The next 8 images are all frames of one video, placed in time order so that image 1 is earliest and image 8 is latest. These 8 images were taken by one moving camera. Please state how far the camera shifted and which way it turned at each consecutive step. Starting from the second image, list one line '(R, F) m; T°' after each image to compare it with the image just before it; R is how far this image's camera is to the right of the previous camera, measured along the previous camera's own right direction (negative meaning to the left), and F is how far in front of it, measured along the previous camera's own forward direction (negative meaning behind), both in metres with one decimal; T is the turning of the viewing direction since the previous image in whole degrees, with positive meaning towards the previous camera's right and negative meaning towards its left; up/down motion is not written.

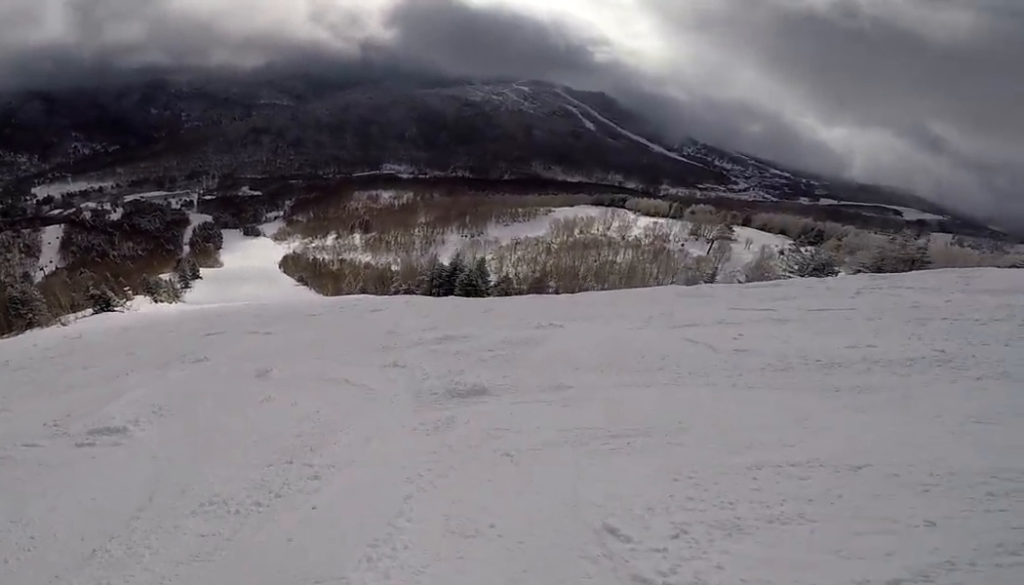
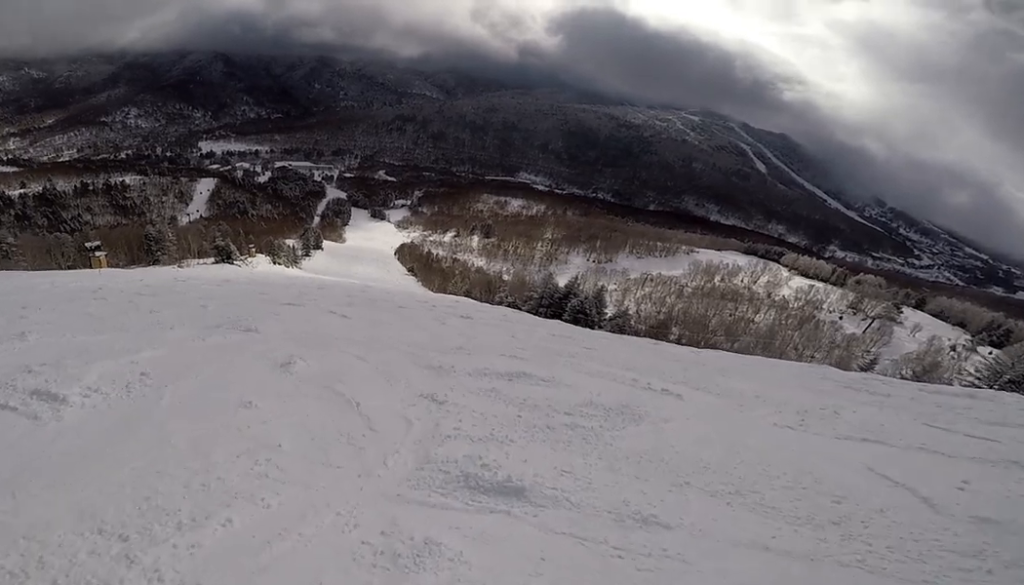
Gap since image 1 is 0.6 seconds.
(-0.6, +2.3) m; -19°
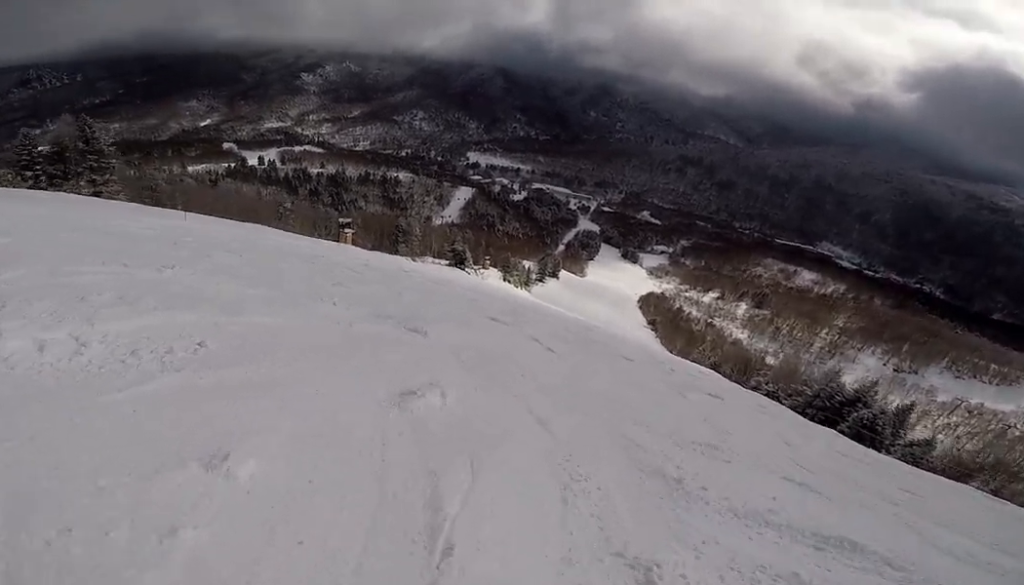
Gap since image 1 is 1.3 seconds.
(-0.6, +2.8) m; -17°
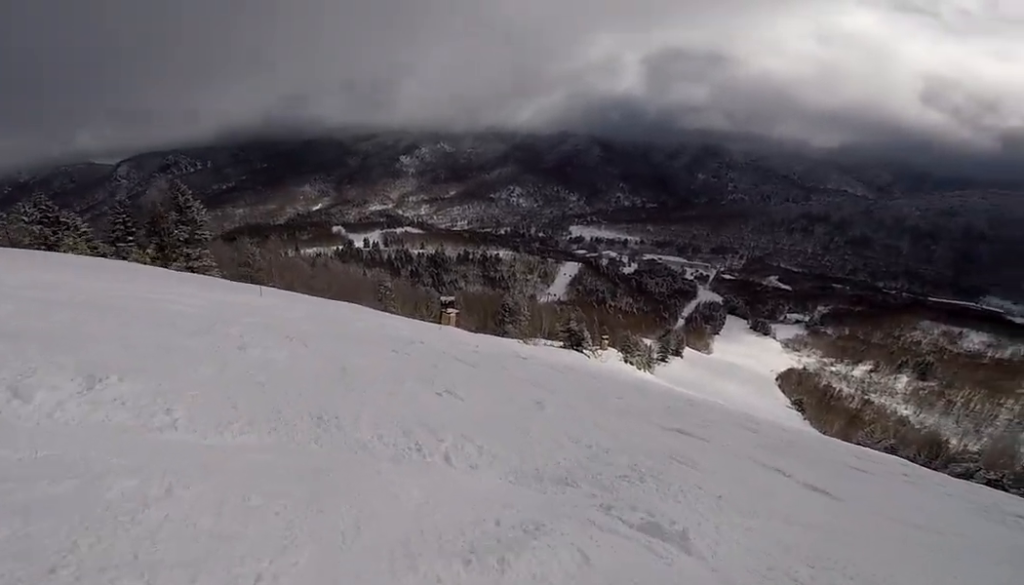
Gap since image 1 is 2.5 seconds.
(-0.8, +4.5) m; -23°
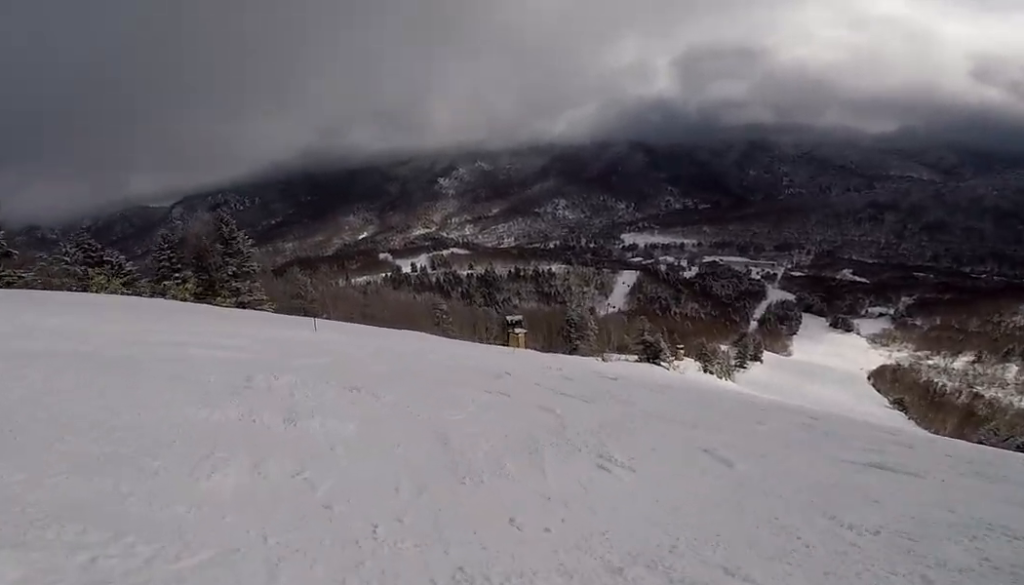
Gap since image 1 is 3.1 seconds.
(-0.1, +2.4) m; -6°
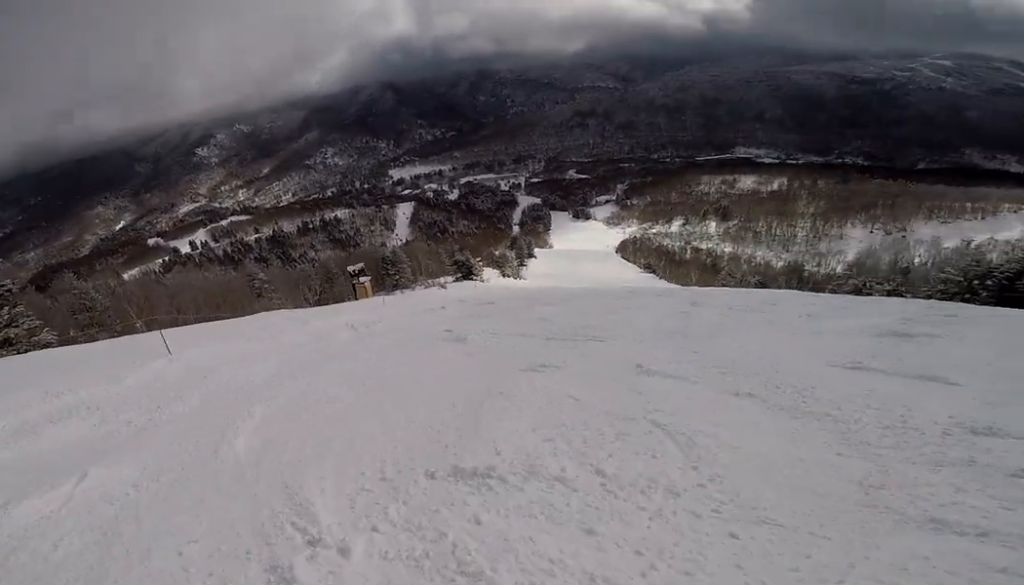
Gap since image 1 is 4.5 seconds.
(+0.9, +4.7) m; +53°
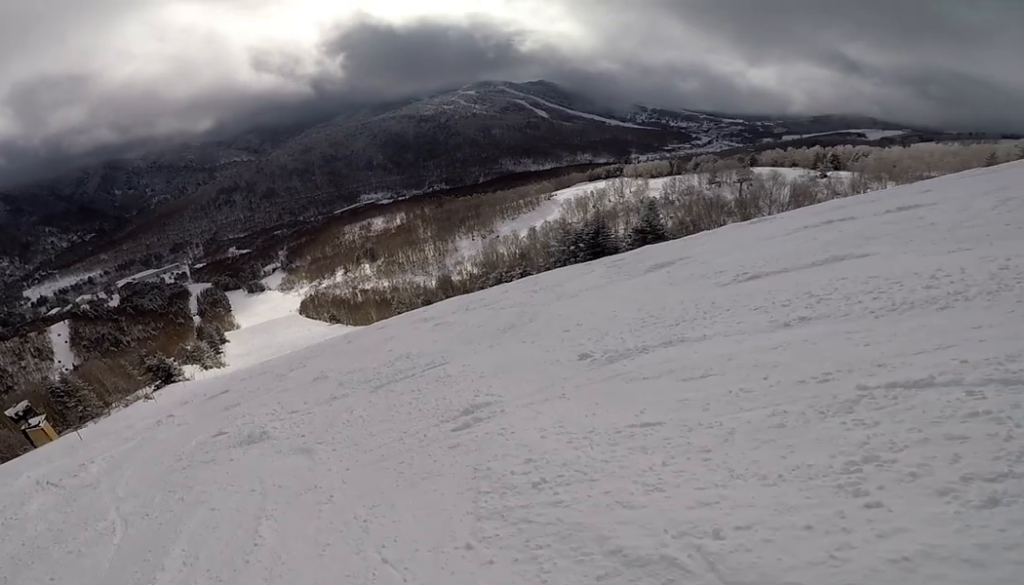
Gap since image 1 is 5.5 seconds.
(+1.5, +3.2) m; +40°
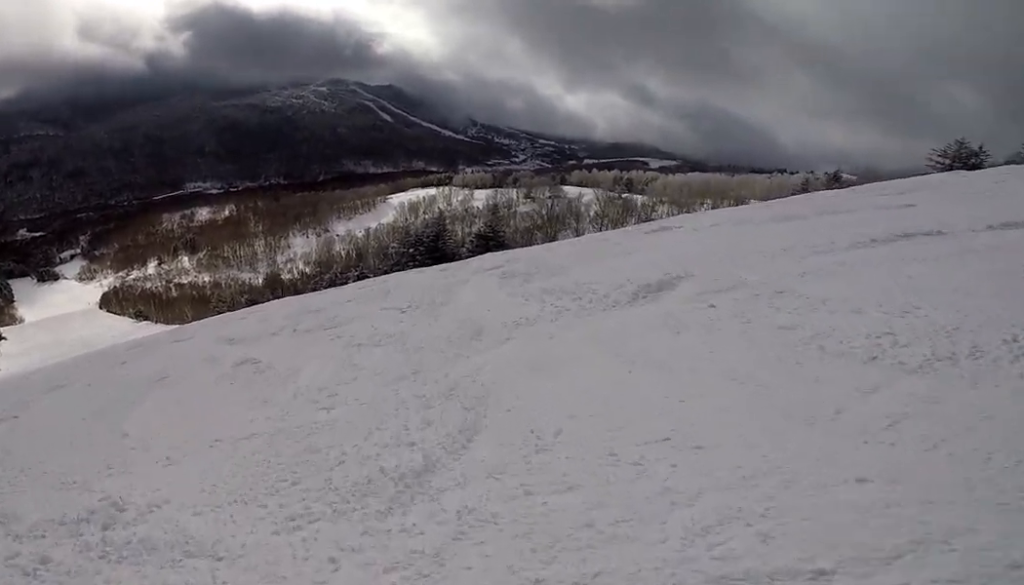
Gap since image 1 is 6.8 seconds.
(+1.5, +5.0) m; +29°
